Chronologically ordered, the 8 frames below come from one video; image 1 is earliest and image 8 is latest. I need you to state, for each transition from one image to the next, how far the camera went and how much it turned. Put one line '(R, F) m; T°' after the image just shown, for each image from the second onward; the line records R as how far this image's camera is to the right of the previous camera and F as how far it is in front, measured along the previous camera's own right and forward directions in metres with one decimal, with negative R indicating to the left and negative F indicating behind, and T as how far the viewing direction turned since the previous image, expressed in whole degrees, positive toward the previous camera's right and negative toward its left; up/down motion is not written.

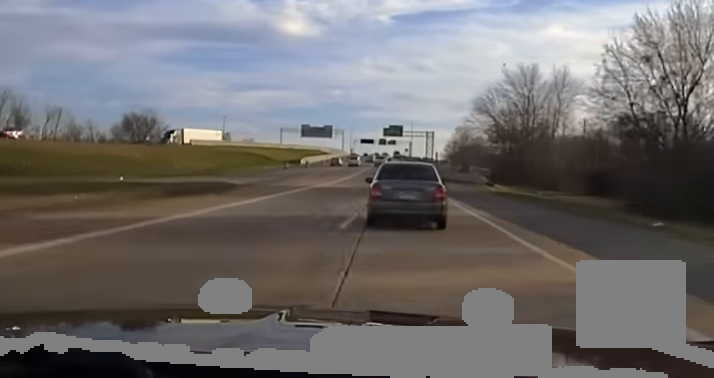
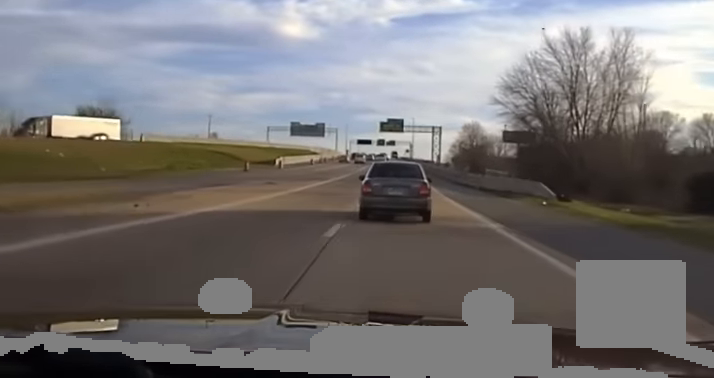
(-0.1, +24.9) m; 0°
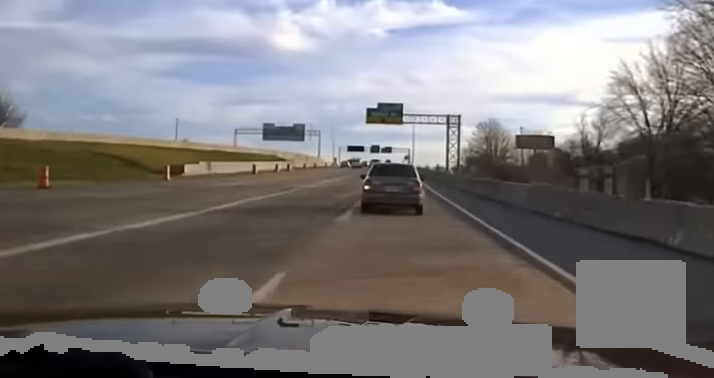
(0.0, +40.4) m; 0°
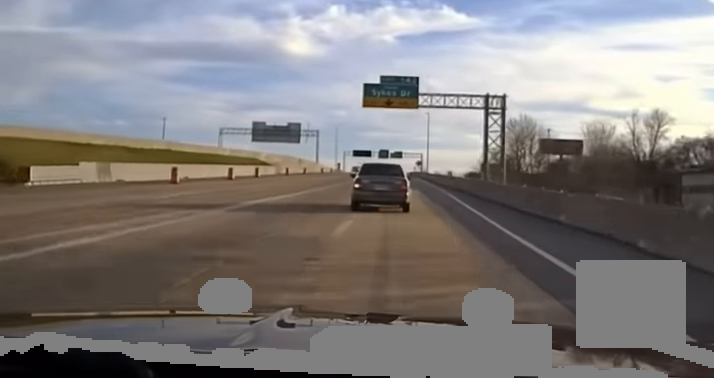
(-0.1, +28.2) m; -1°
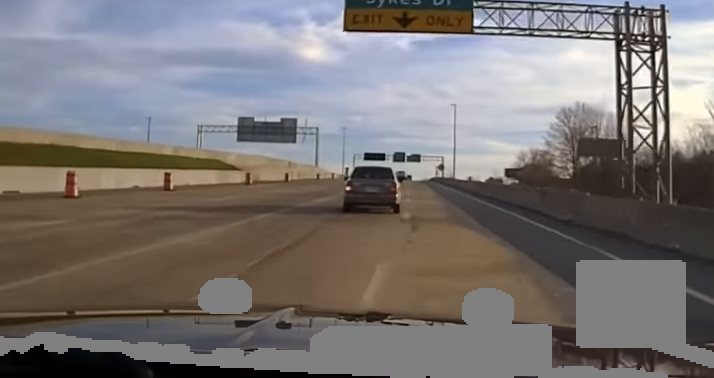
(-0.4, +32.9) m; -1°
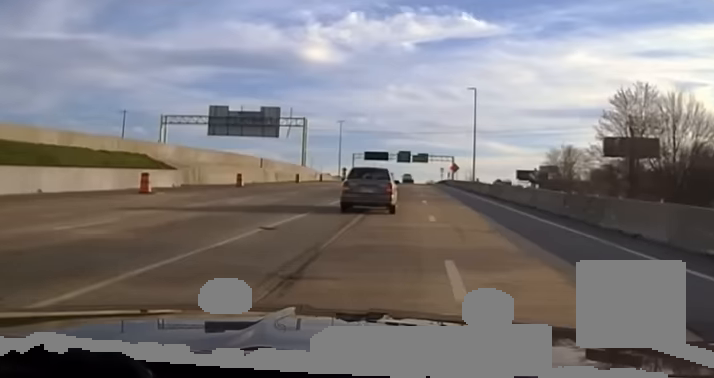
(+0.1, +28.5) m; 0°
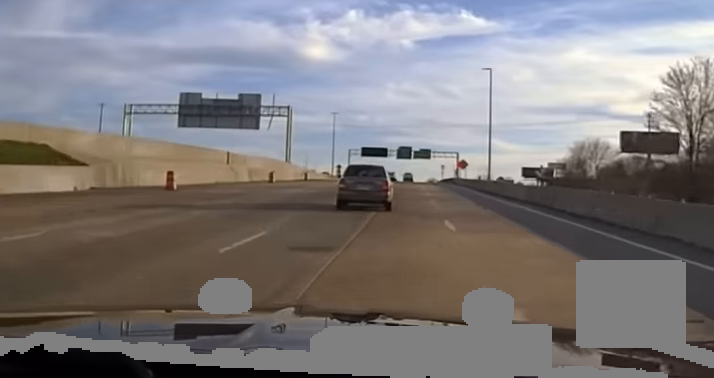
(-0.1, +15.2) m; 0°
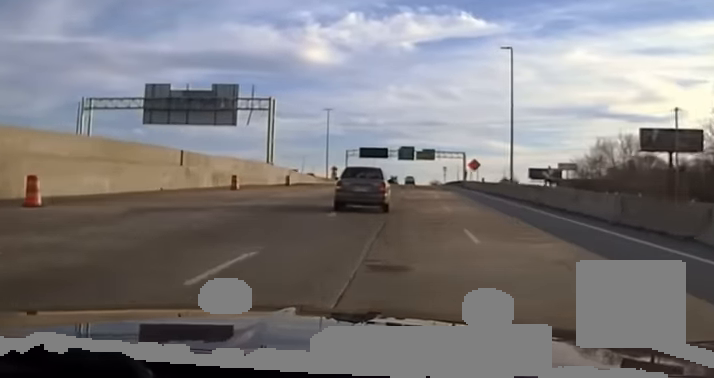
(0.0, +13.9) m; 0°
